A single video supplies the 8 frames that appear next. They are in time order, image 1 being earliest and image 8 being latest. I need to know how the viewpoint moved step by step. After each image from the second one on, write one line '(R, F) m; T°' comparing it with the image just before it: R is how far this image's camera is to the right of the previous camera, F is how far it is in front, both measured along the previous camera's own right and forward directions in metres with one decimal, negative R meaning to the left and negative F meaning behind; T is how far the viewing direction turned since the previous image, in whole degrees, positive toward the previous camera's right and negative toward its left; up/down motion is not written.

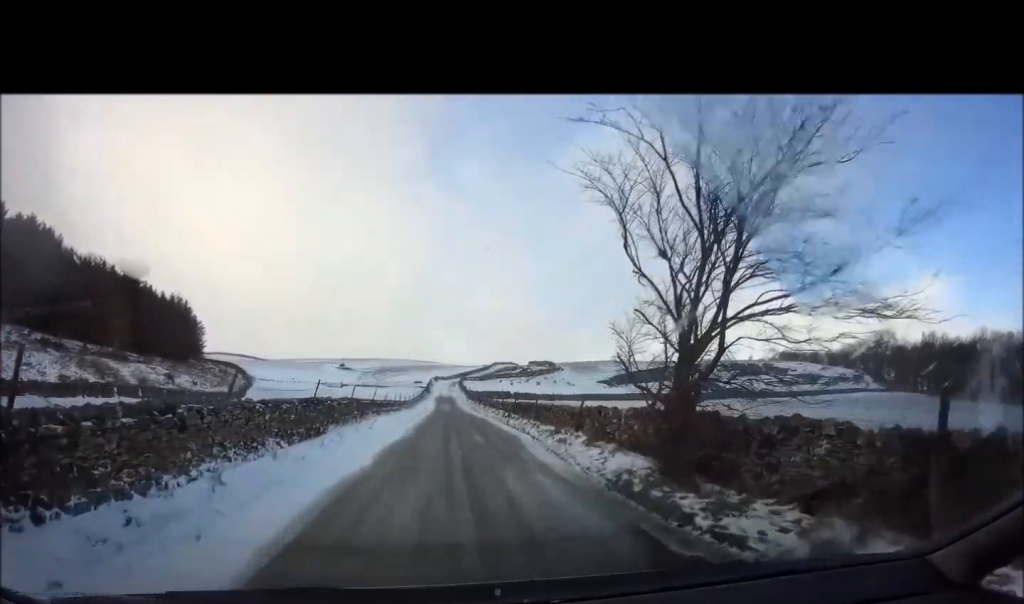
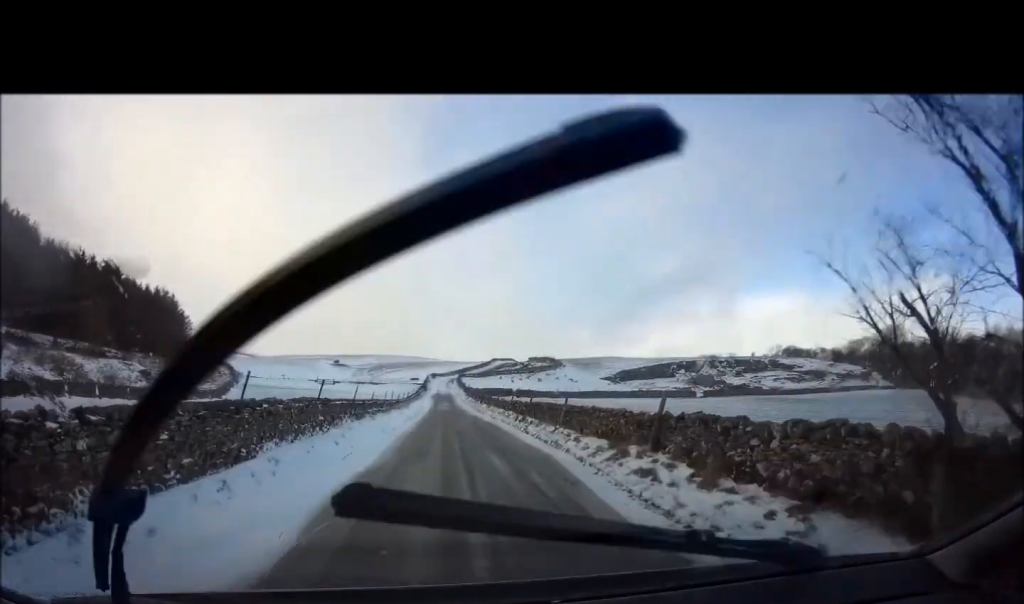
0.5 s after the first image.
(0.0, +6.1) m; 0°
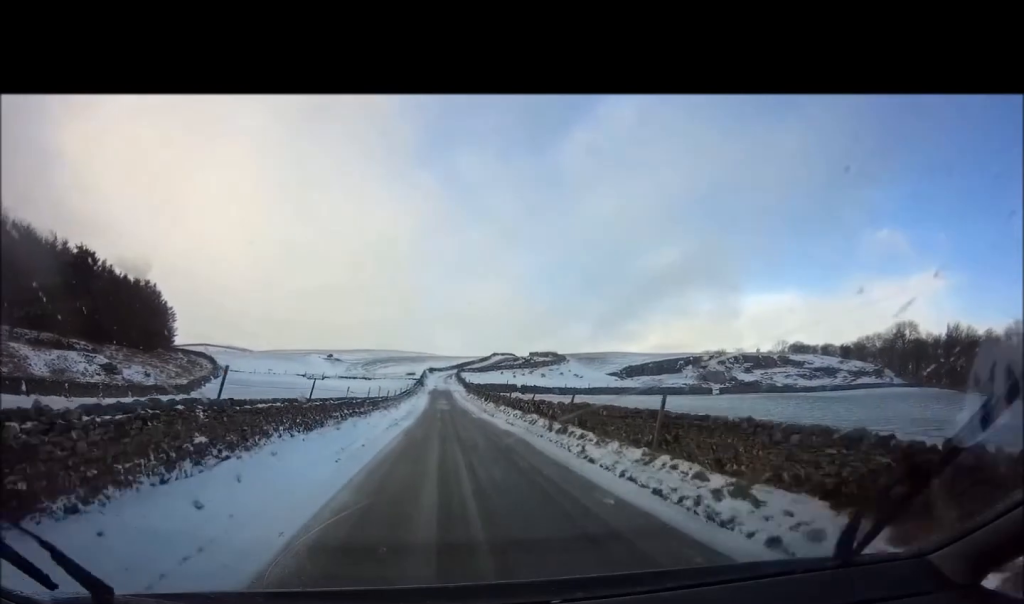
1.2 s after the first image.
(-0.1, +8.1) m; +1°
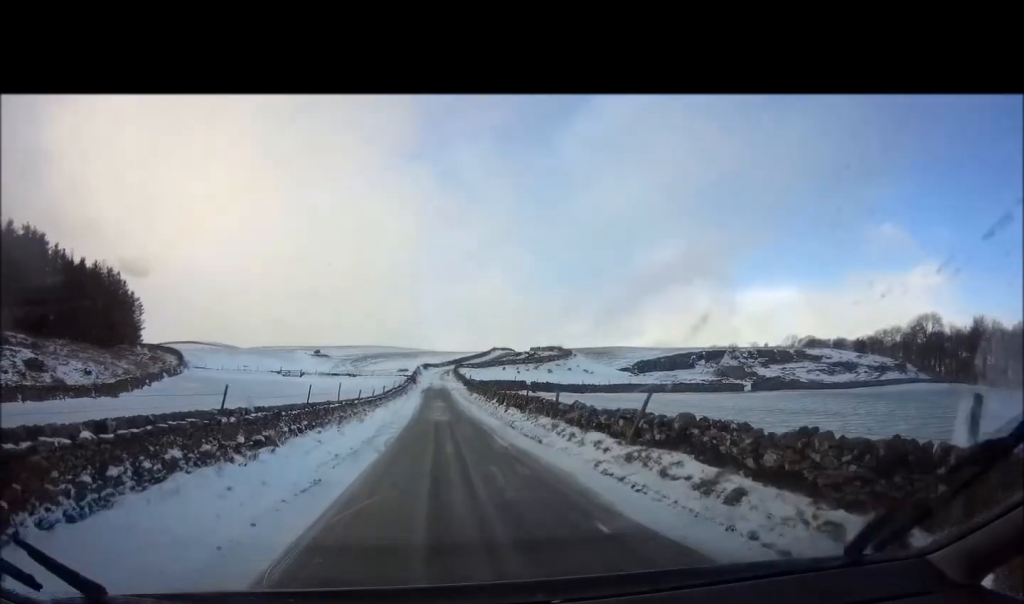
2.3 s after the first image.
(+0.4, +13.5) m; 0°
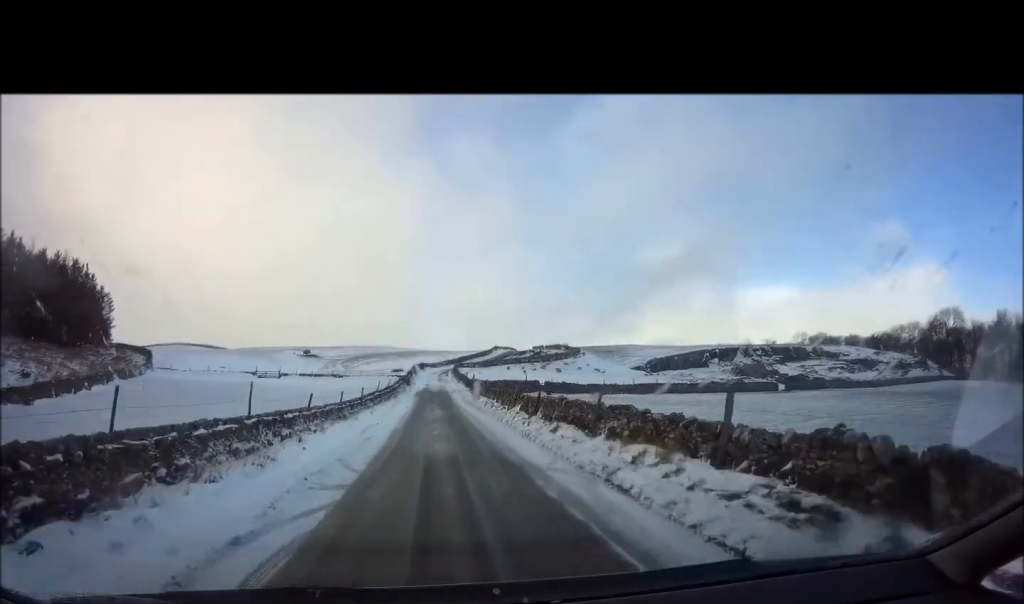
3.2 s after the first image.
(-0.3, +11.0) m; -2°
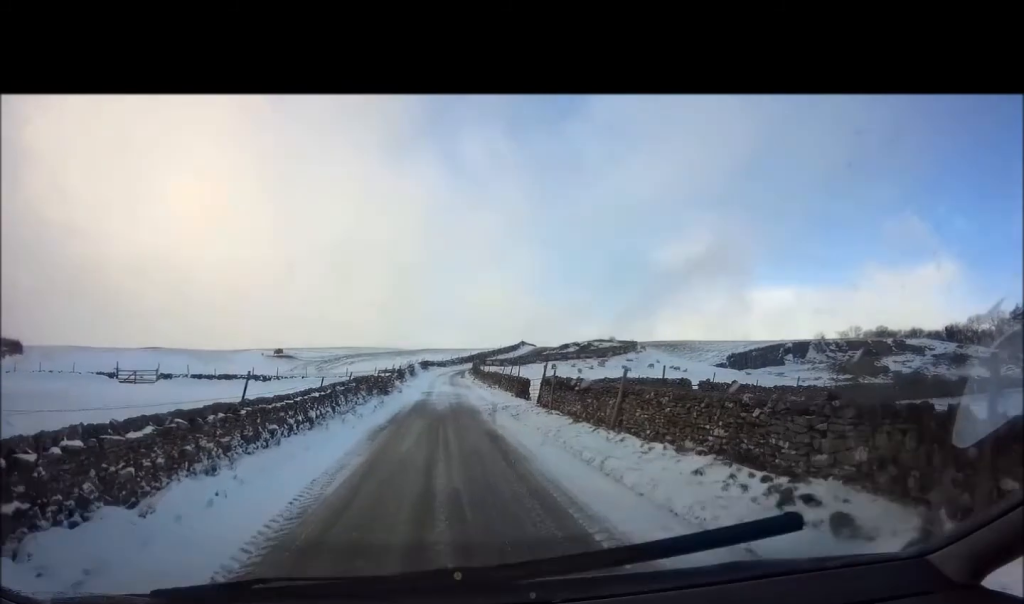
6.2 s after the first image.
(+0.3, +37.4) m; -2°
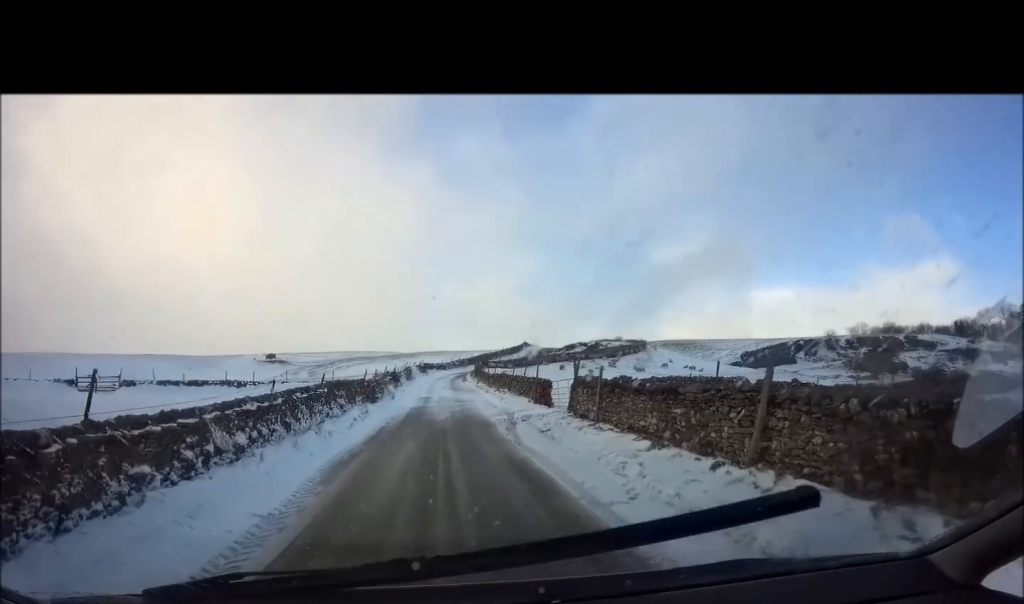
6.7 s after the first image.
(0.0, +5.6) m; 0°
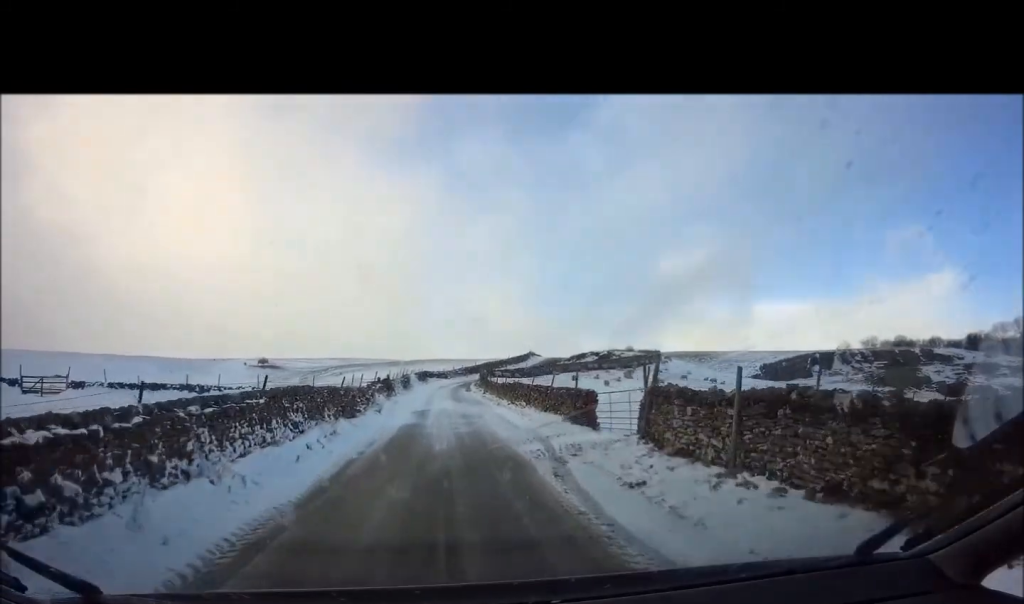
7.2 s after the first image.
(0.0, +6.4) m; +1°
